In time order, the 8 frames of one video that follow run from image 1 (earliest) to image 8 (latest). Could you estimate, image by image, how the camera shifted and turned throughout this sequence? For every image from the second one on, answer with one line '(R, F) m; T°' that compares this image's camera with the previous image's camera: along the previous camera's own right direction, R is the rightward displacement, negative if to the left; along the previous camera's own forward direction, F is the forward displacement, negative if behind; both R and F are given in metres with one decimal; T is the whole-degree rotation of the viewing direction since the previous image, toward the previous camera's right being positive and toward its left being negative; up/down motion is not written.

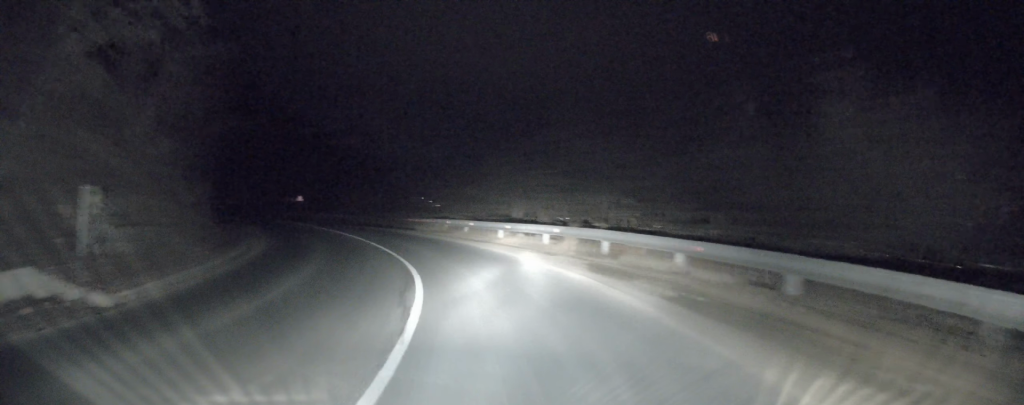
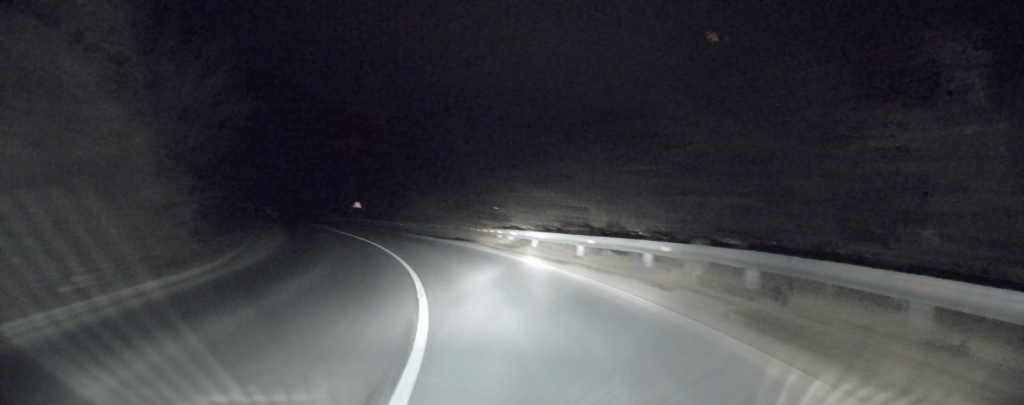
(-0.7, +6.1) m; -6°
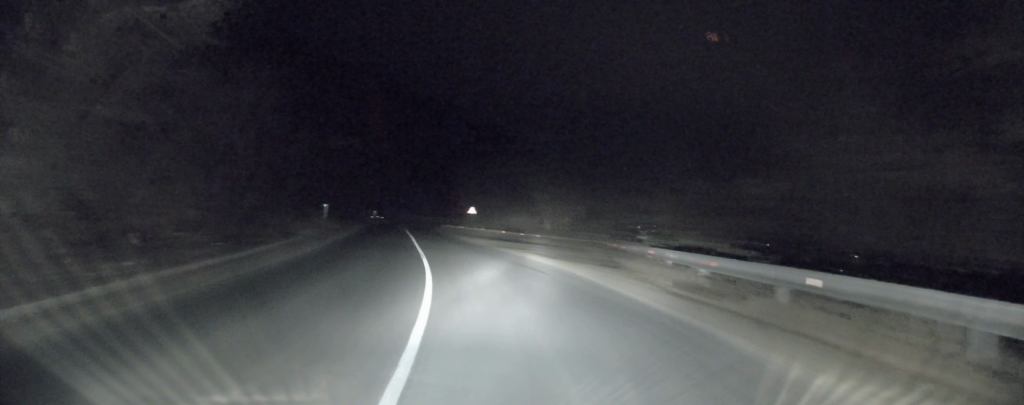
(-1.4, +12.2) m; -10°
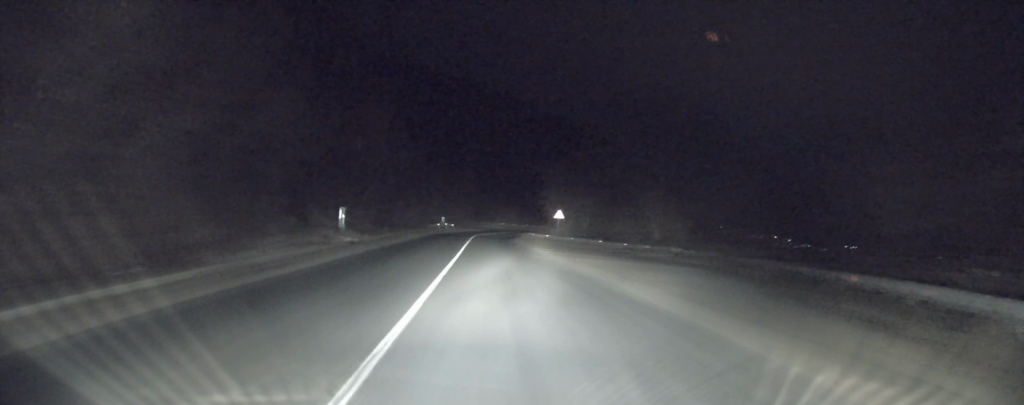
(-1.1, +13.8) m; -8°
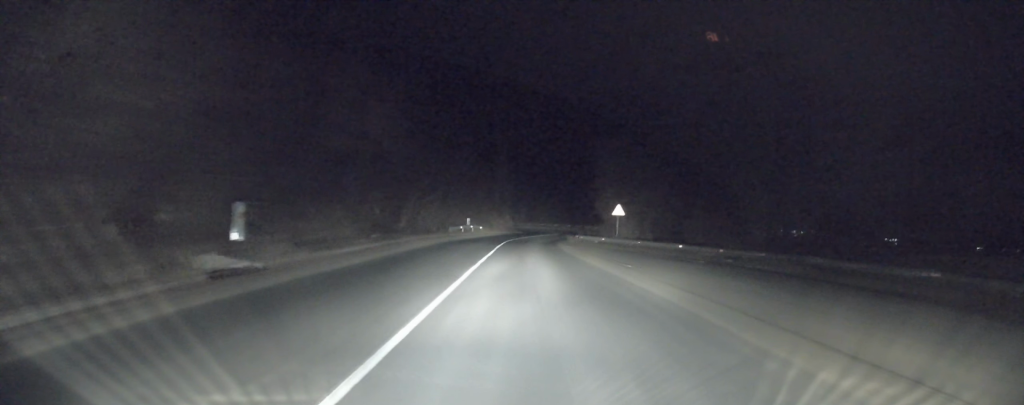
(-1.0, +14.0) m; -6°
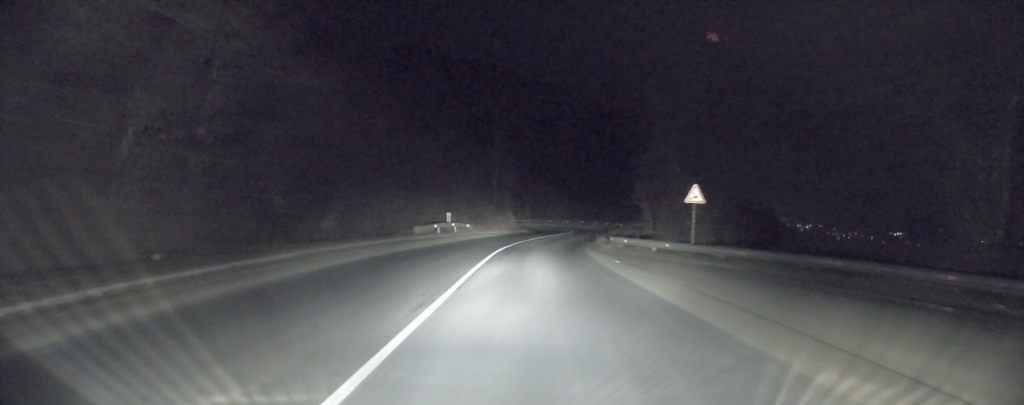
(-0.7, +17.9) m; -2°
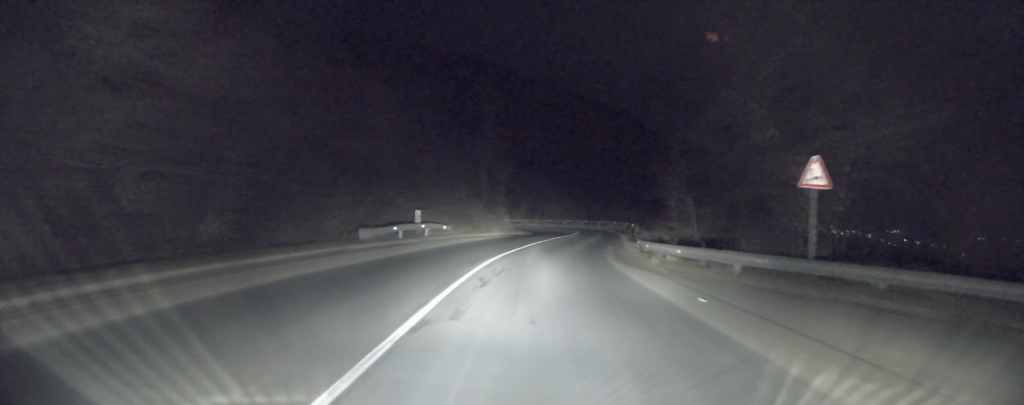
(0.0, +10.5) m; +1°
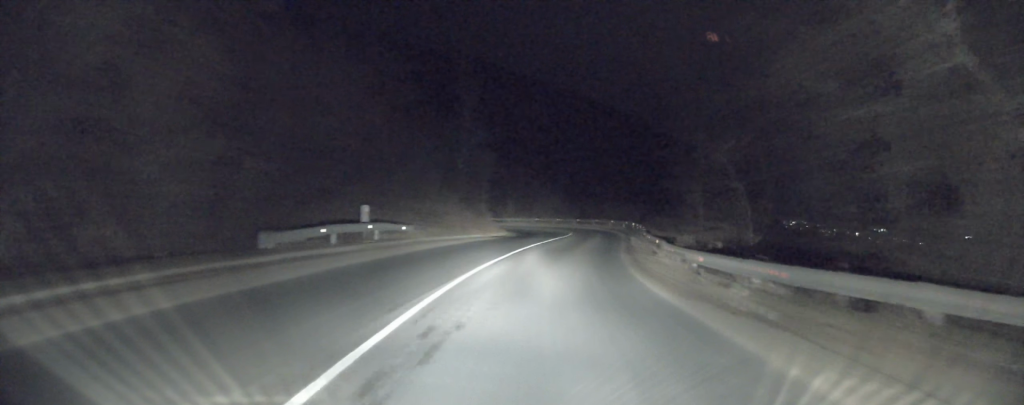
(-0.1, +8.1) m; +1°
